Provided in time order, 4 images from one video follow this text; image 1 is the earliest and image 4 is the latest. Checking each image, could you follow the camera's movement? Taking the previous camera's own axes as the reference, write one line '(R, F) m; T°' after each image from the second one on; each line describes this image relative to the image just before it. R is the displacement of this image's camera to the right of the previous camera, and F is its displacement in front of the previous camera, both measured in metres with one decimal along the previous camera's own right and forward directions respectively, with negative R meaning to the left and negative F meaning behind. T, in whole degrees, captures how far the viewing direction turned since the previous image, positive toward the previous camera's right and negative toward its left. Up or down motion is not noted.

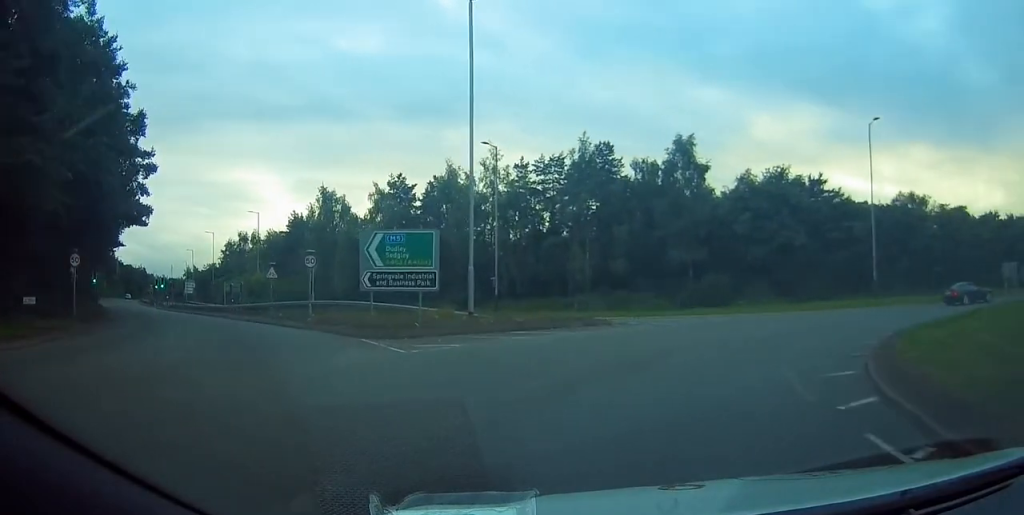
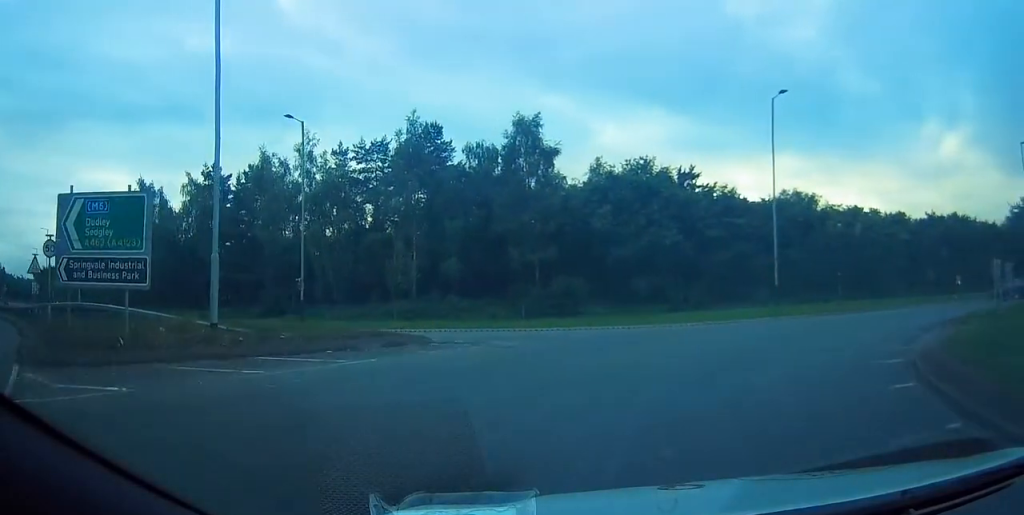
(+0.8, +8.2) m; +13°
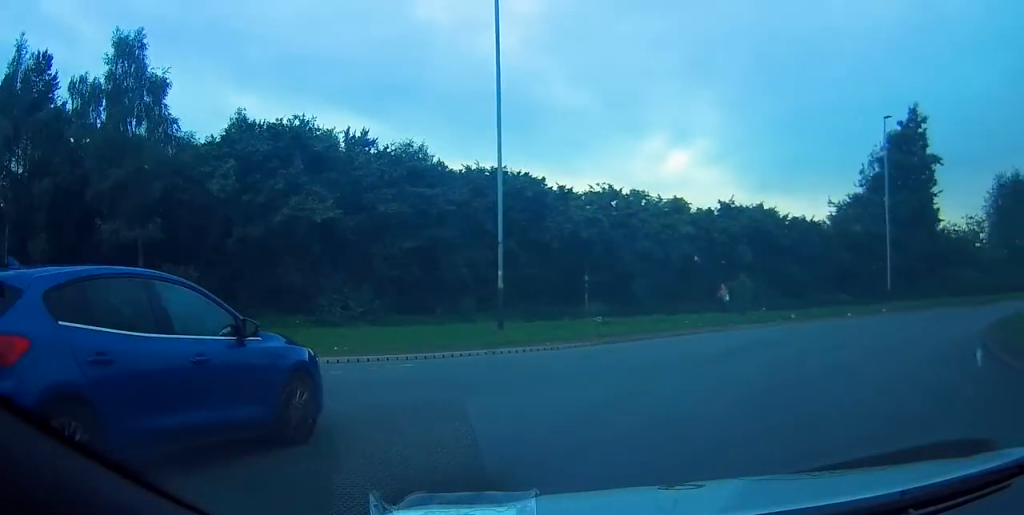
(+4.0, +15.4) m; +29°
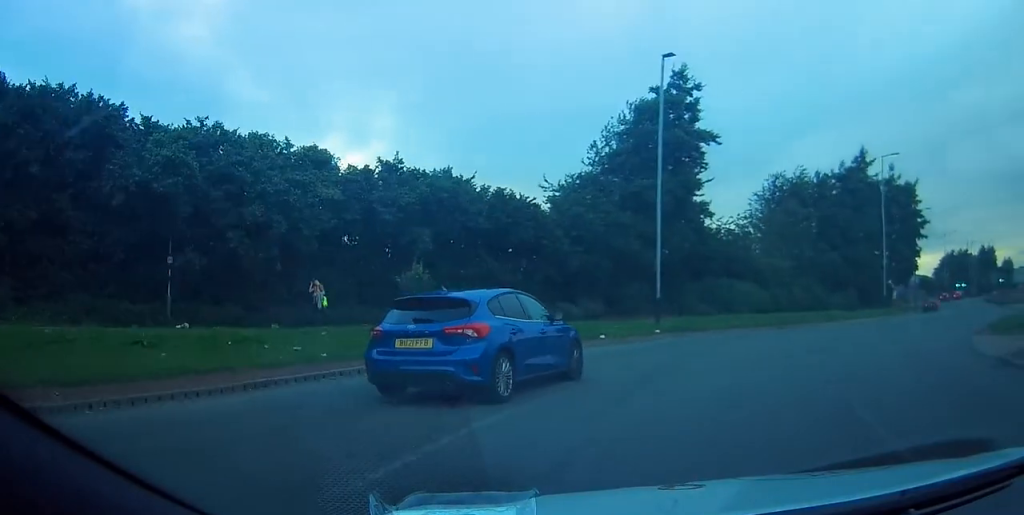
(+3.5, +13.4) m; +30°
